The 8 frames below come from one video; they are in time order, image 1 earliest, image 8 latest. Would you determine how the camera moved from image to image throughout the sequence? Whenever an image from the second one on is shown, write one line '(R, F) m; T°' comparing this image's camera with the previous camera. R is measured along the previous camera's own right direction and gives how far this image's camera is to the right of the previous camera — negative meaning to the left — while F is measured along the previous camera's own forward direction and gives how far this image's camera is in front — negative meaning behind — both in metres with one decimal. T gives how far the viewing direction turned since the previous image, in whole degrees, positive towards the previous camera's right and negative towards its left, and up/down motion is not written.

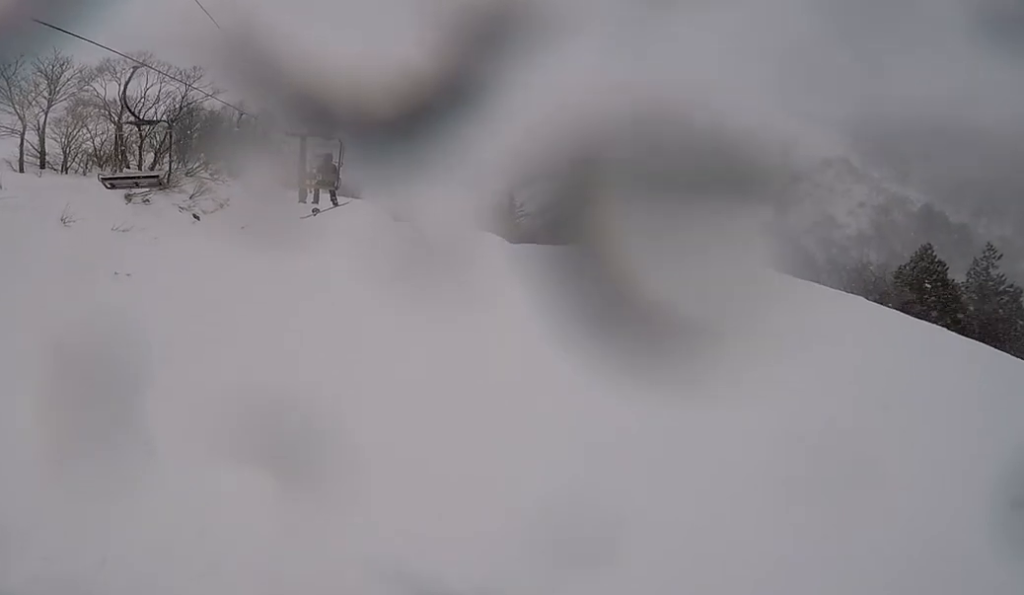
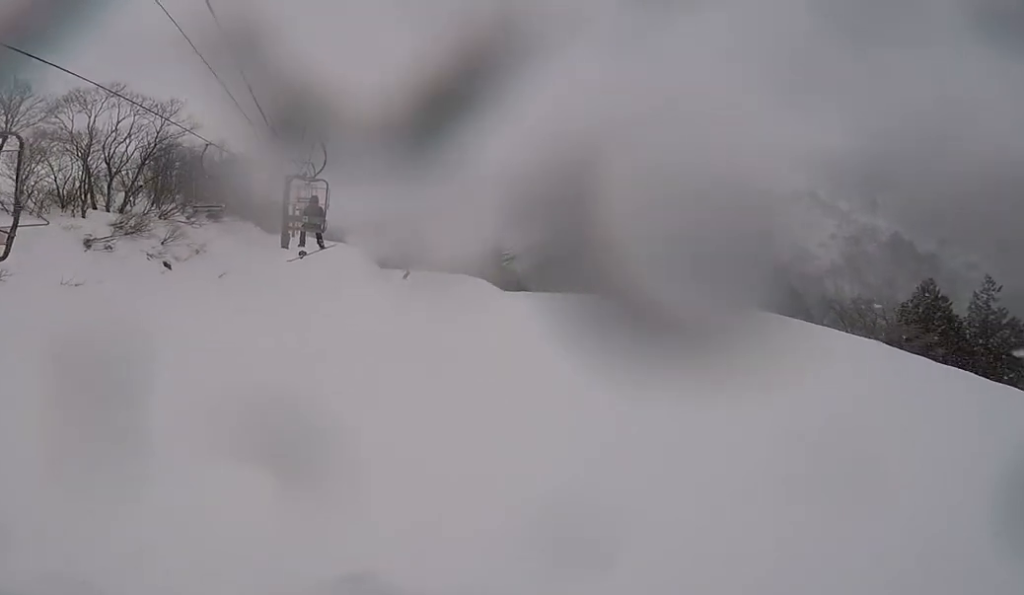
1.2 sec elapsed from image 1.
(0.0, +2.3) m; 0°
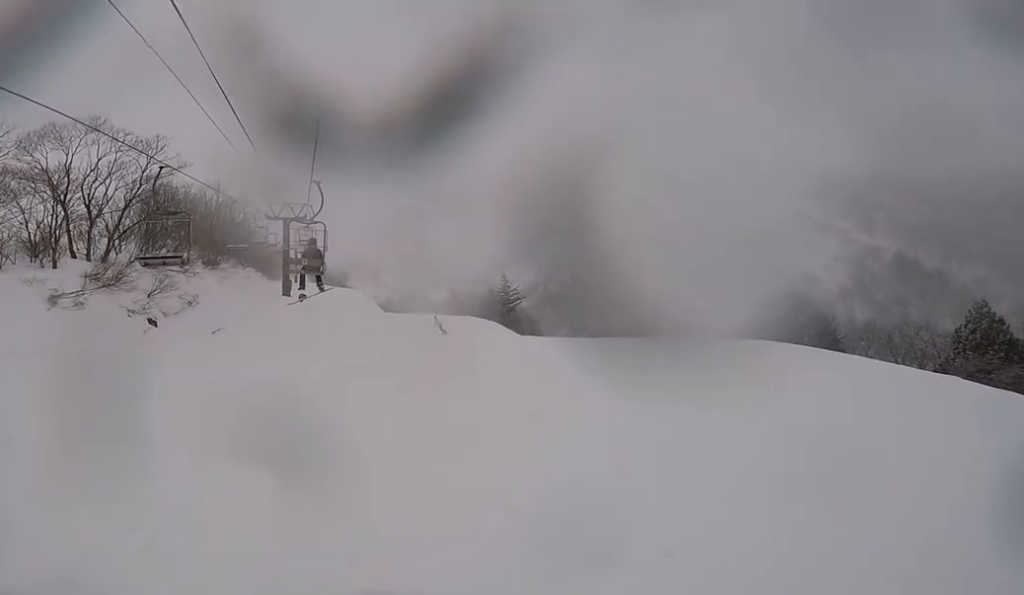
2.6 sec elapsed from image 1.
(0.0, +2.8) m; 0°
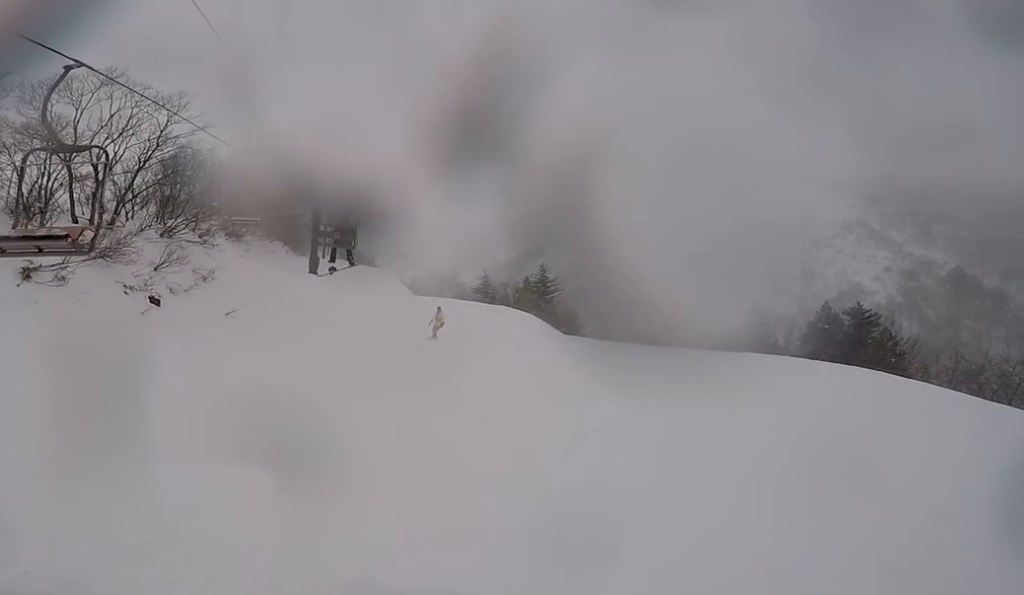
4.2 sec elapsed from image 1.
(0.0, +3.2) m; 0°
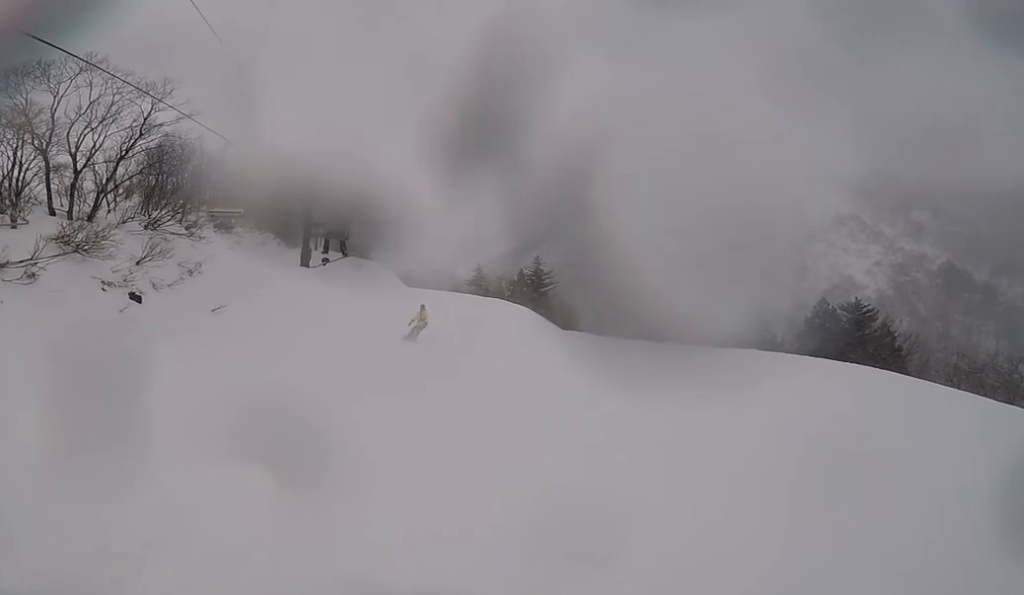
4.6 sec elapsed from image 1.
(0.0, +0.9) m; 0°
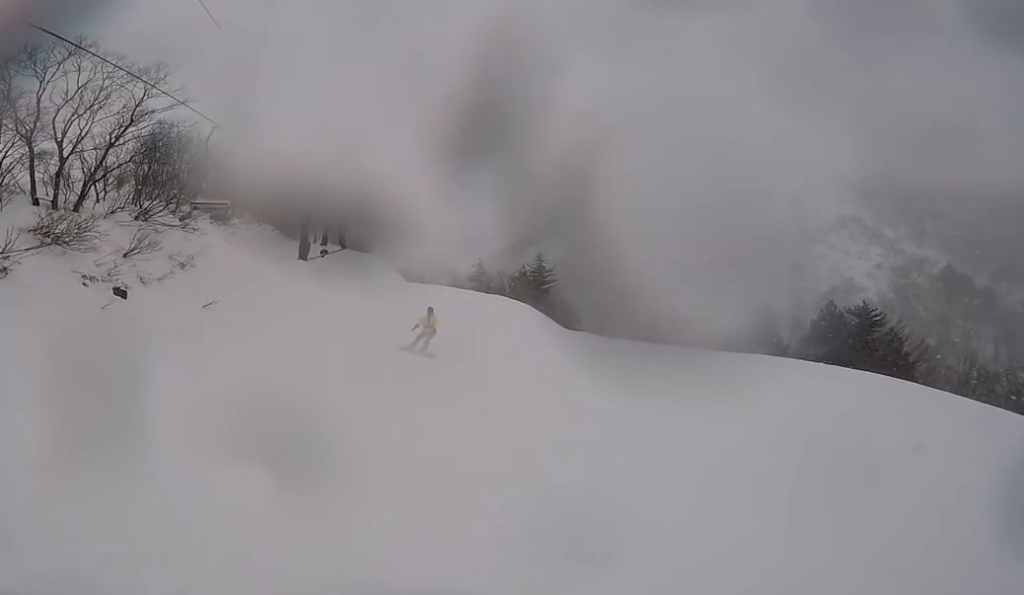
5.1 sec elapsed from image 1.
(0.0, +1.0) m; 0°
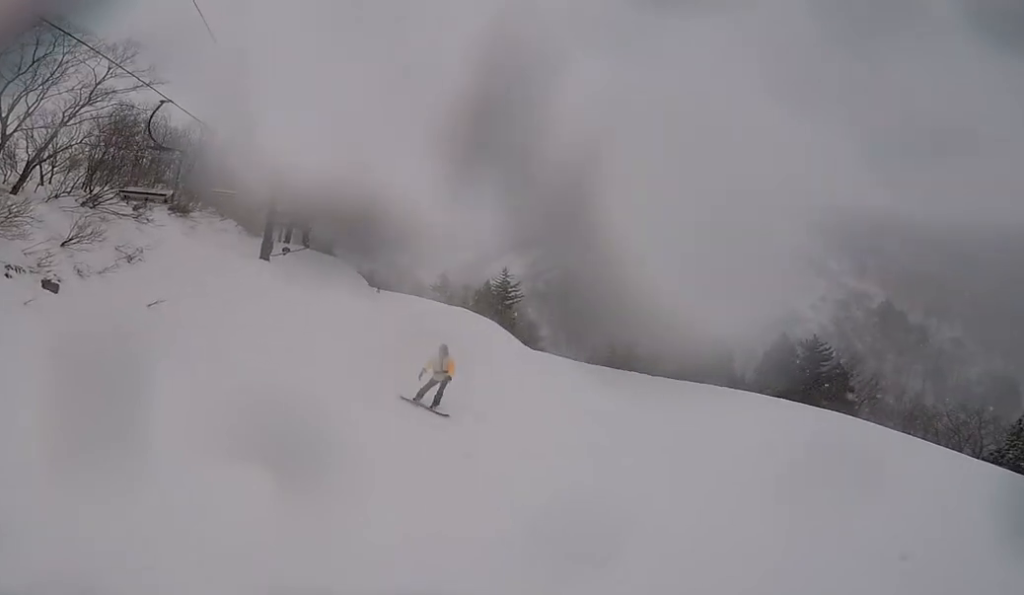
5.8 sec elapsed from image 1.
(0.0, +1.3) m; 0°
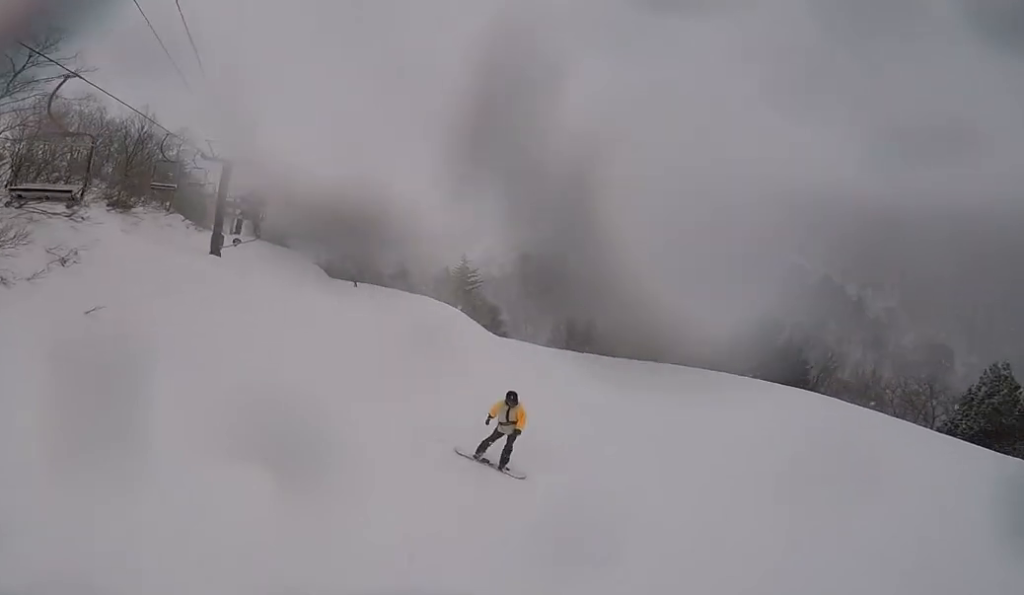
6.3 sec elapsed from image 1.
(0.0, +1.1) m; 0°
